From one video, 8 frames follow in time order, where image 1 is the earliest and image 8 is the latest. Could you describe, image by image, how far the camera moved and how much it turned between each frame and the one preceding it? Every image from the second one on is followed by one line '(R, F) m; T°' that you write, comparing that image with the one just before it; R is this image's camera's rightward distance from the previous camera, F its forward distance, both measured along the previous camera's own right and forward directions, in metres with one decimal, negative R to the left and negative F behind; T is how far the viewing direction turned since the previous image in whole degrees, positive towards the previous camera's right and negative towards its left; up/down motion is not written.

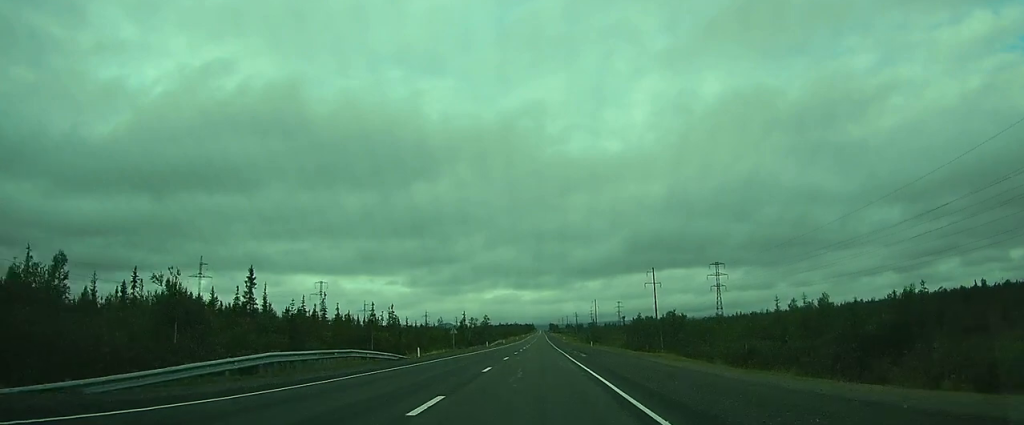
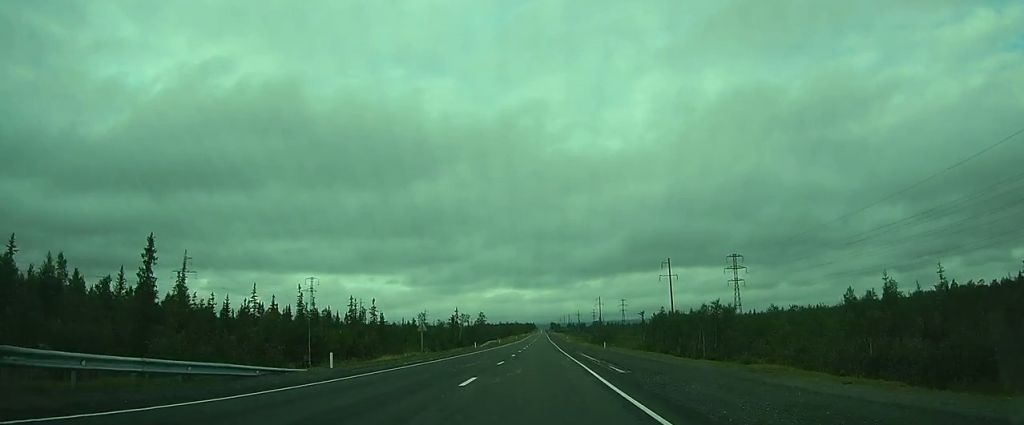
(+0.1, +17.2) m; 0°
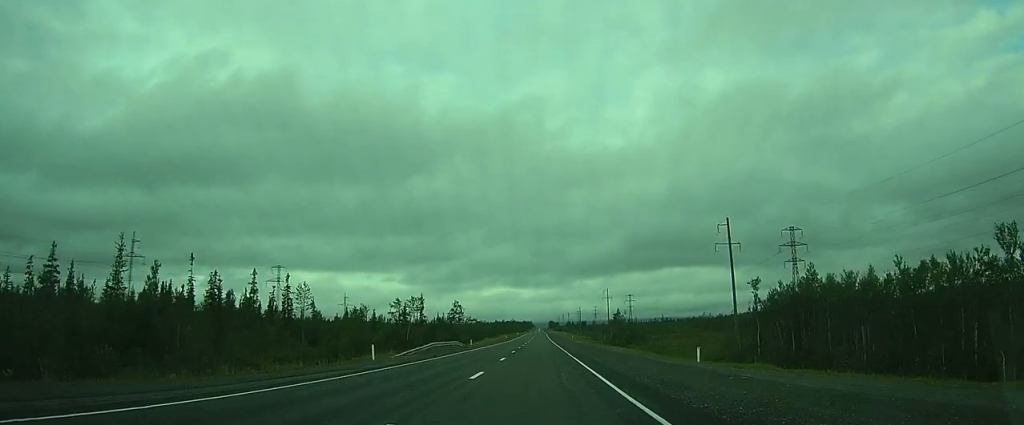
(-0.4, +43.8) m; -1°
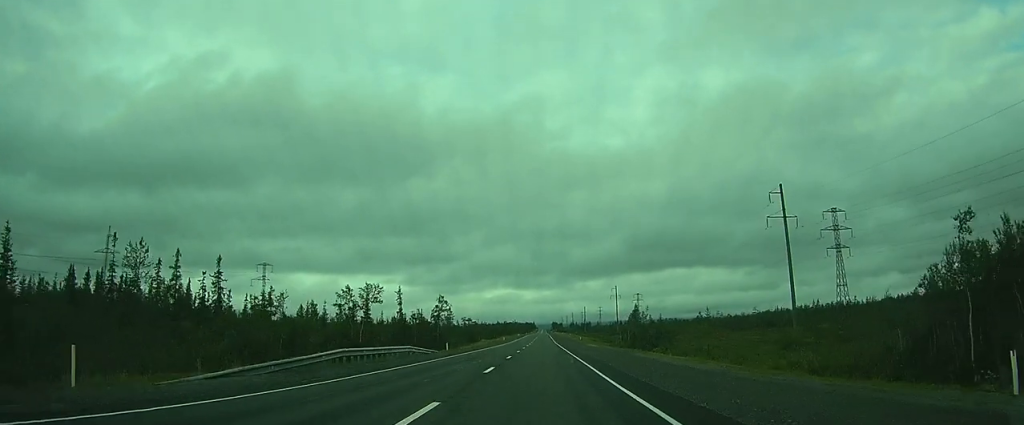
(-0.1, +20.4) m; -1°
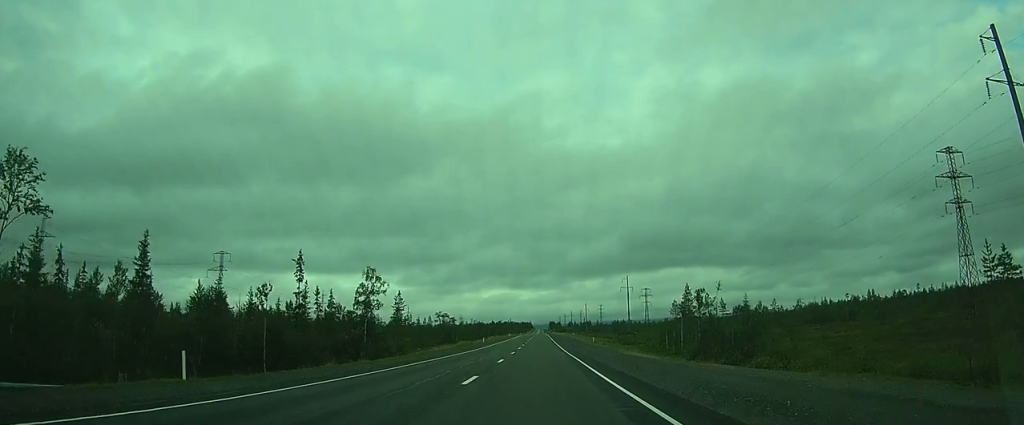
(+0.1, +39.5) m; +1°
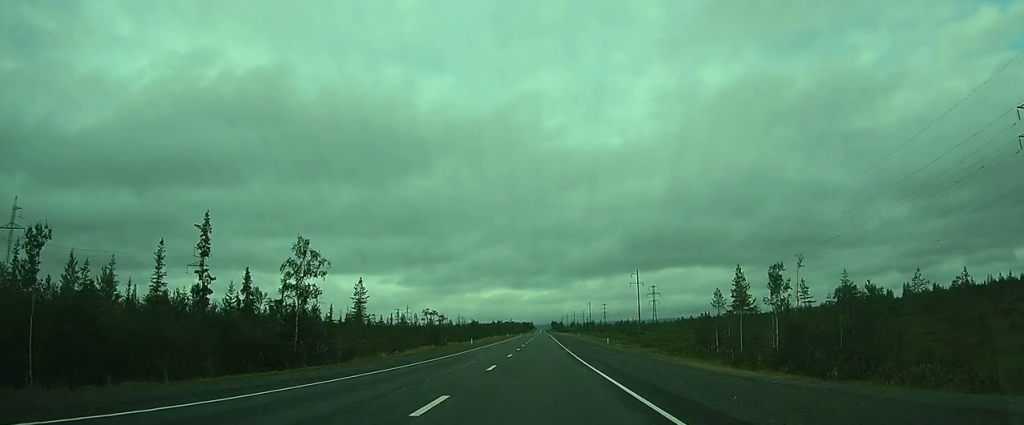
(0.0, +17.4) m; 0°
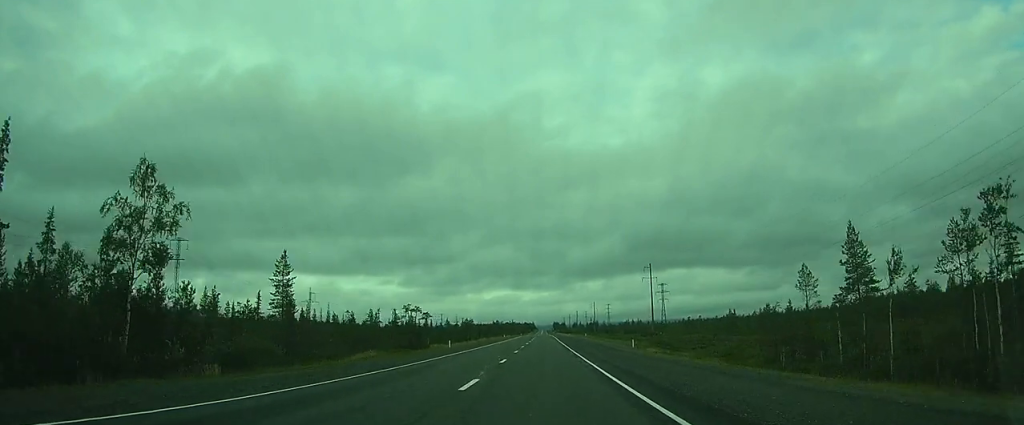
(+0.1, +18.8) m; +1°
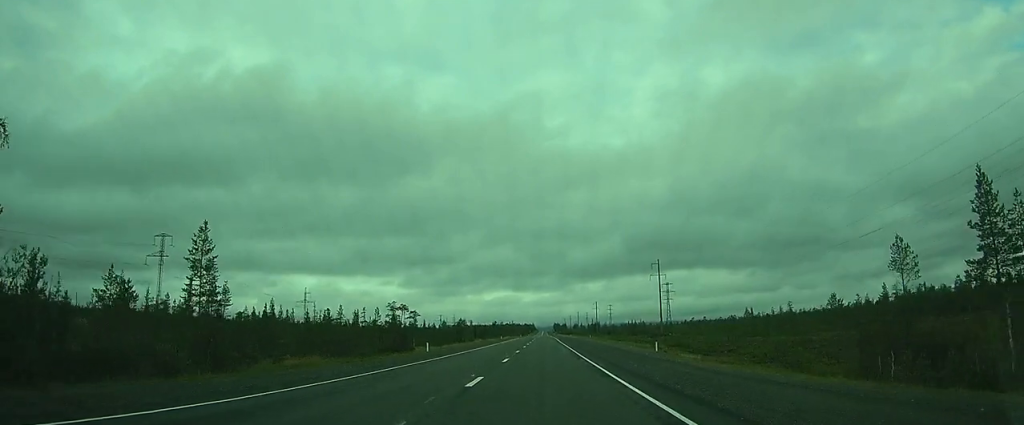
(0.0, +10.8) m; 0°
